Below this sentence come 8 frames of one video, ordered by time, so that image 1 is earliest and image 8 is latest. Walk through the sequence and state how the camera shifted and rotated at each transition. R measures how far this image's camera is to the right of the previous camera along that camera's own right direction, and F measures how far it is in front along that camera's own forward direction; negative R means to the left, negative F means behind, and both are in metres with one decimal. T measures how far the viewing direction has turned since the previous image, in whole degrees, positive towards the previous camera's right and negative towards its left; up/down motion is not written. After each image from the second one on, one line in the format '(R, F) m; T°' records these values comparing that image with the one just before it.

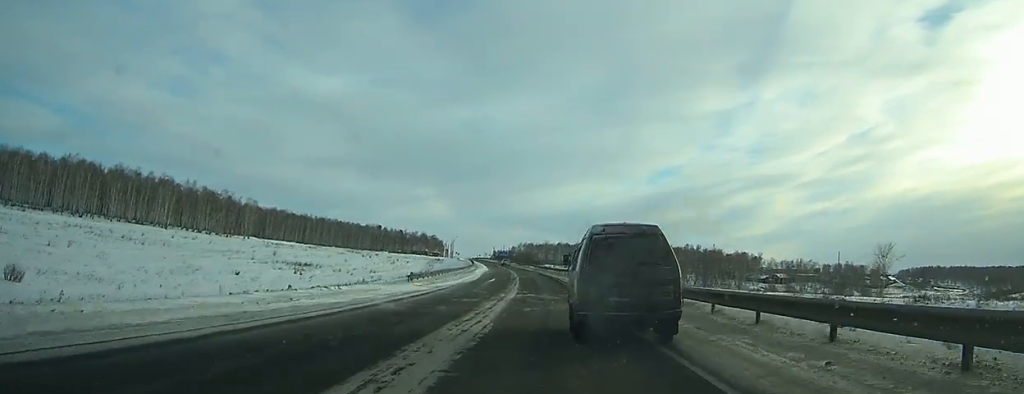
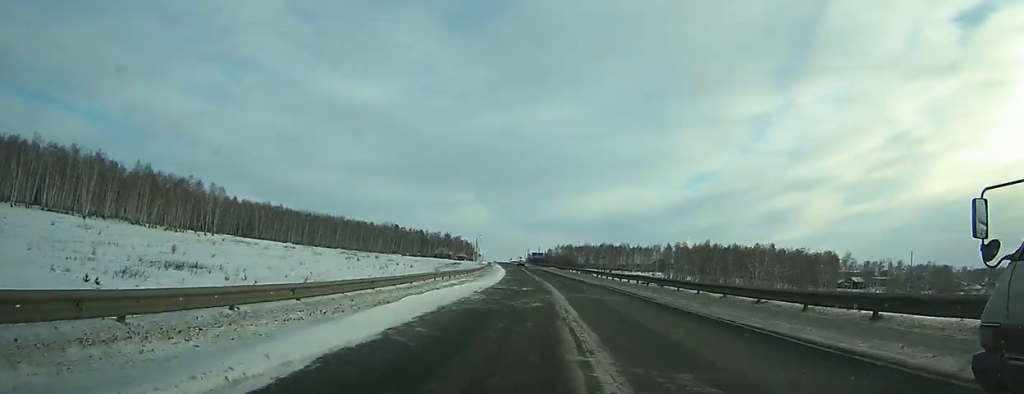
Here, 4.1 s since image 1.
(+2.4, +49.3) m; +4°
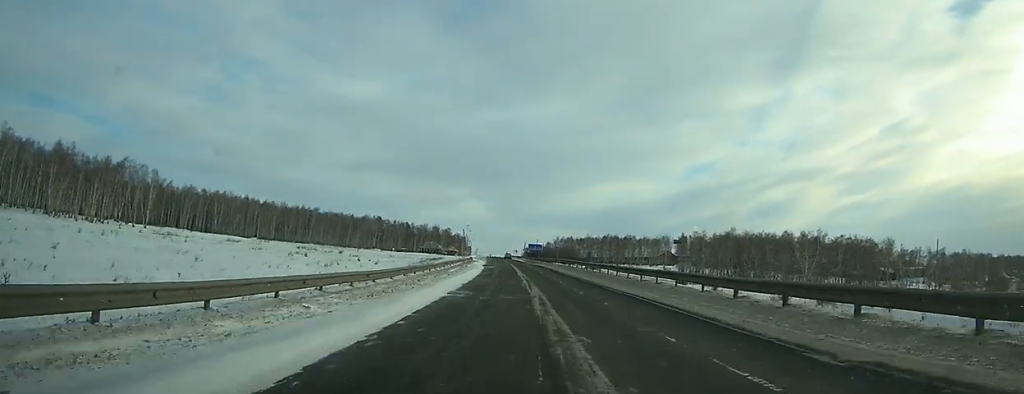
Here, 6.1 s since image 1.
(0.0, +35.5) m; -1°
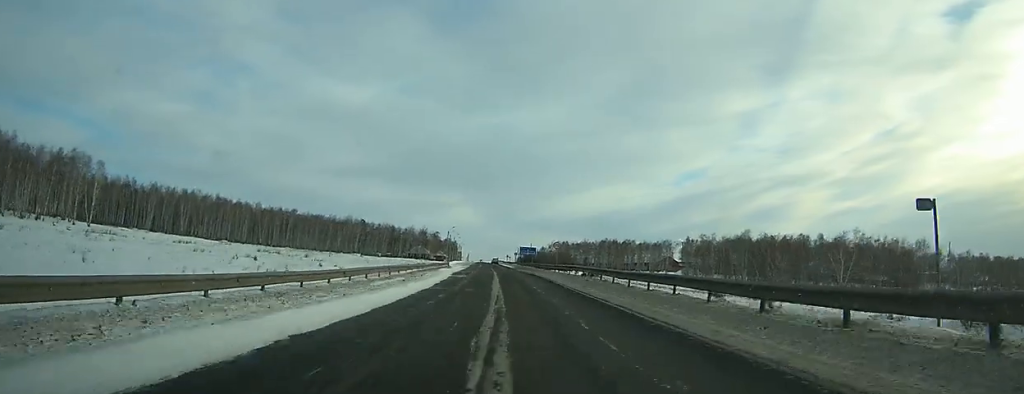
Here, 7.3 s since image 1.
(-0.1, +20.7) m; -1°
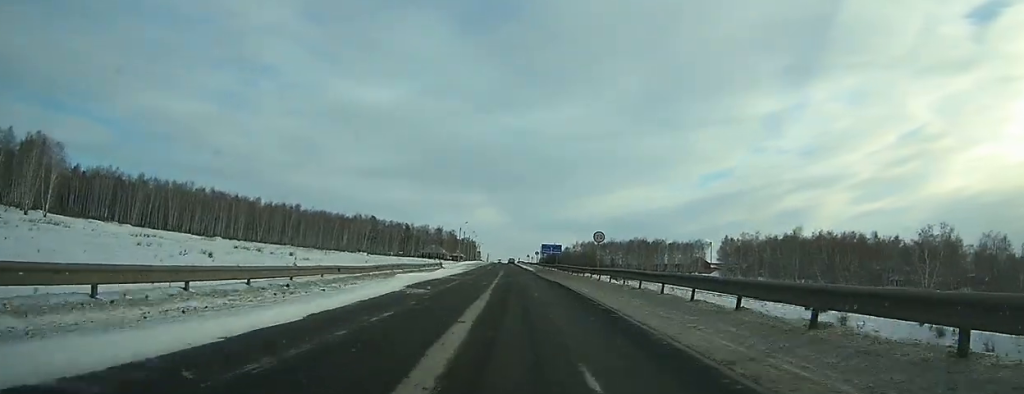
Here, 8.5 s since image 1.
(0.0, +22.3) m; -1°
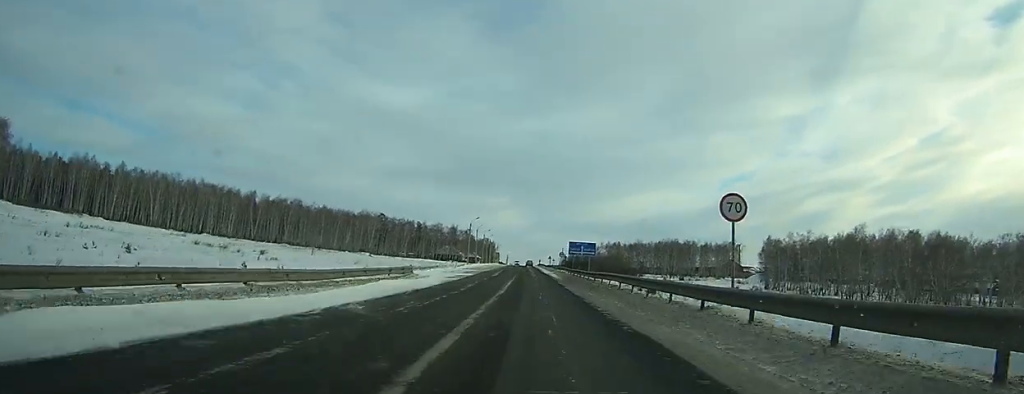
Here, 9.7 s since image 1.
(-0.3, +23.6) m; -1°
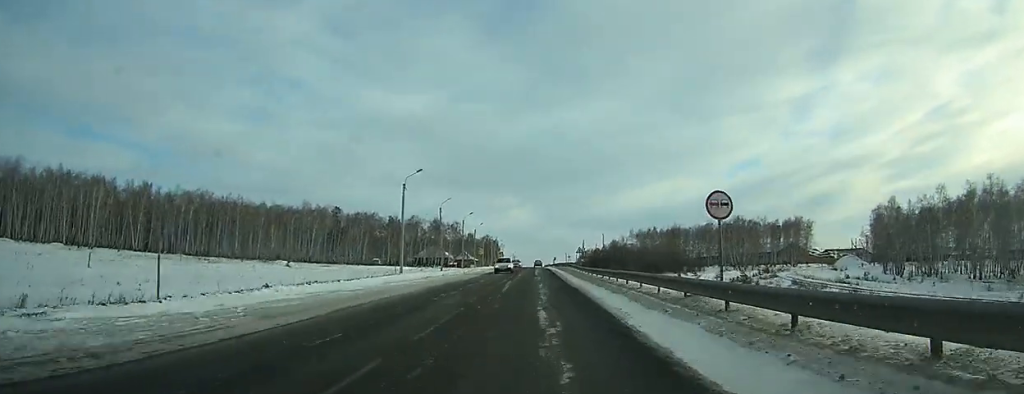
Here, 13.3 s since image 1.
(-1.6, +68.7) m; -2°
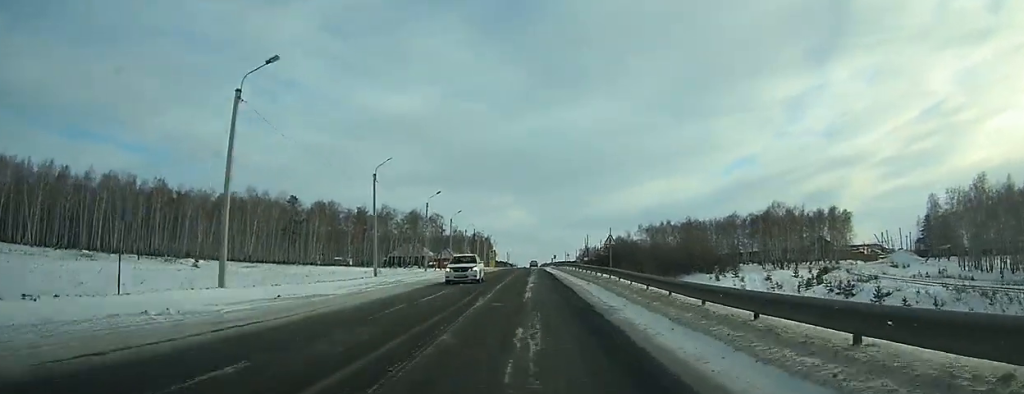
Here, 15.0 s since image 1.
(0.0, +30.6) m; 0°
